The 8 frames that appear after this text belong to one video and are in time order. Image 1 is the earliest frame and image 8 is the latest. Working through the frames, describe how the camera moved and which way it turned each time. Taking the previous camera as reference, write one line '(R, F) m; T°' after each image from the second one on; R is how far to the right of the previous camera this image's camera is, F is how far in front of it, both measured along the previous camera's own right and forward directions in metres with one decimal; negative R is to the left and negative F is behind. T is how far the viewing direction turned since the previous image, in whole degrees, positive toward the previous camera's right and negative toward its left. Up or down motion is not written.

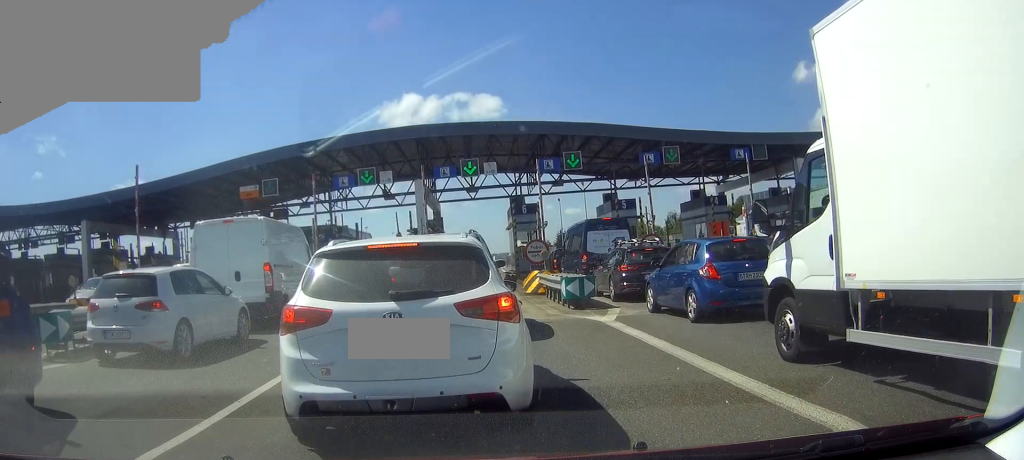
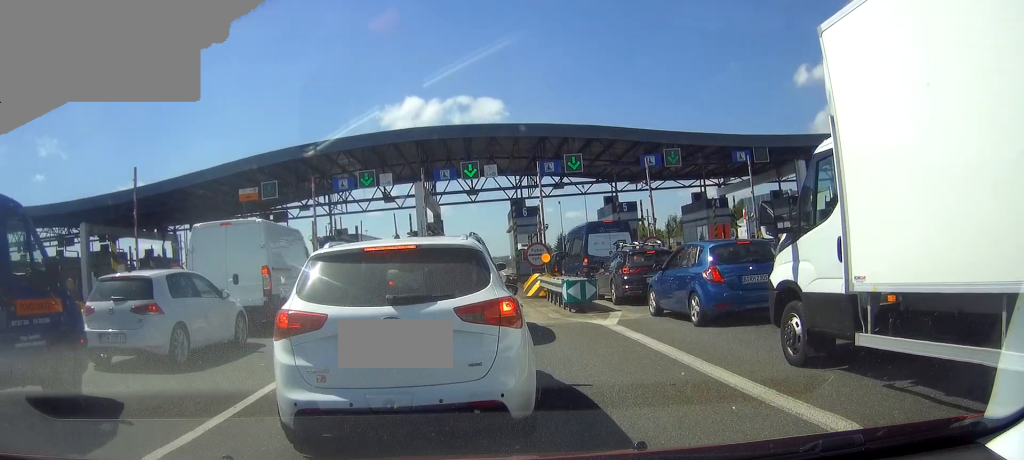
(+0.2, +0.1) m; 0°
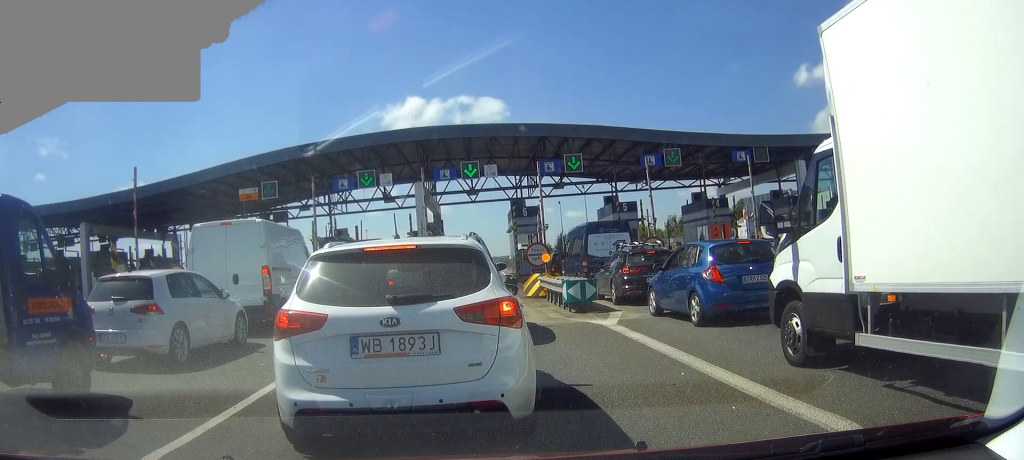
(0.0, 0.0) m; 0°
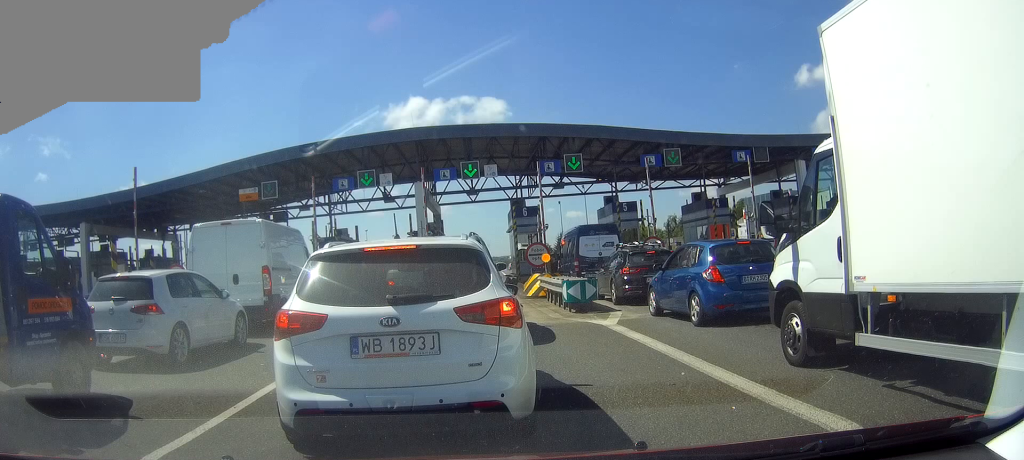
(0.0, 0.0) m; 0°
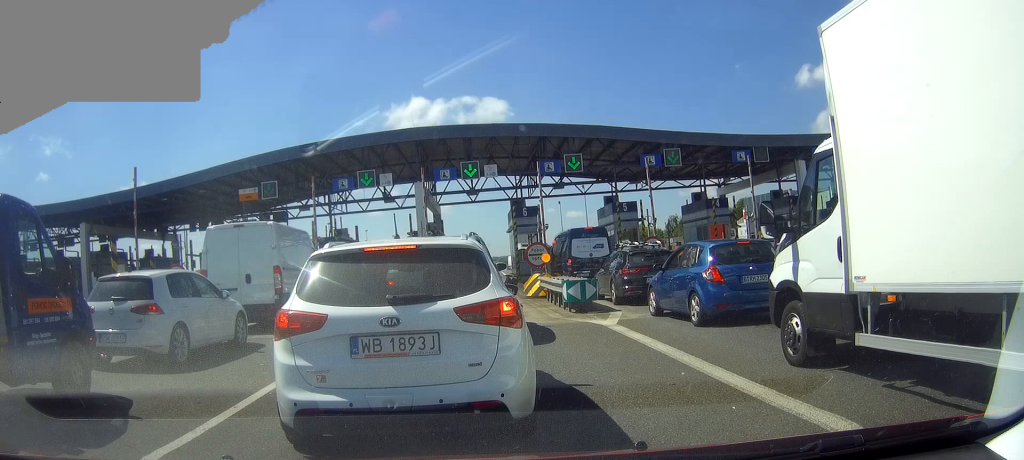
(0.0, 0.0) m; 0°
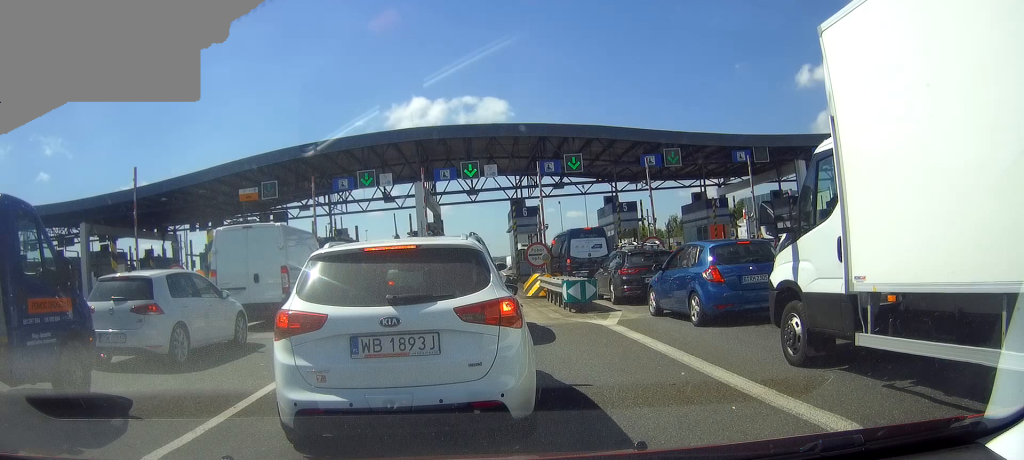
(+0.1, 0.0) m; 0°
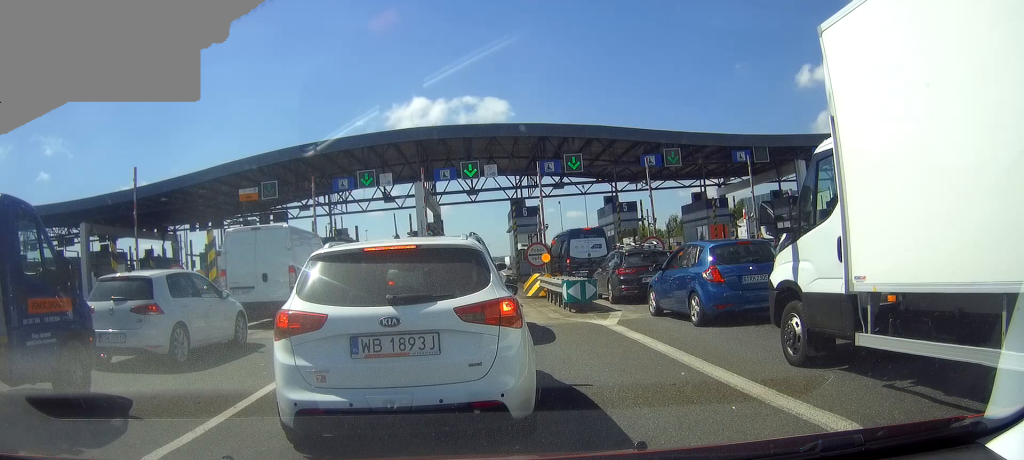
(+0.1, 0.0) m; 0°
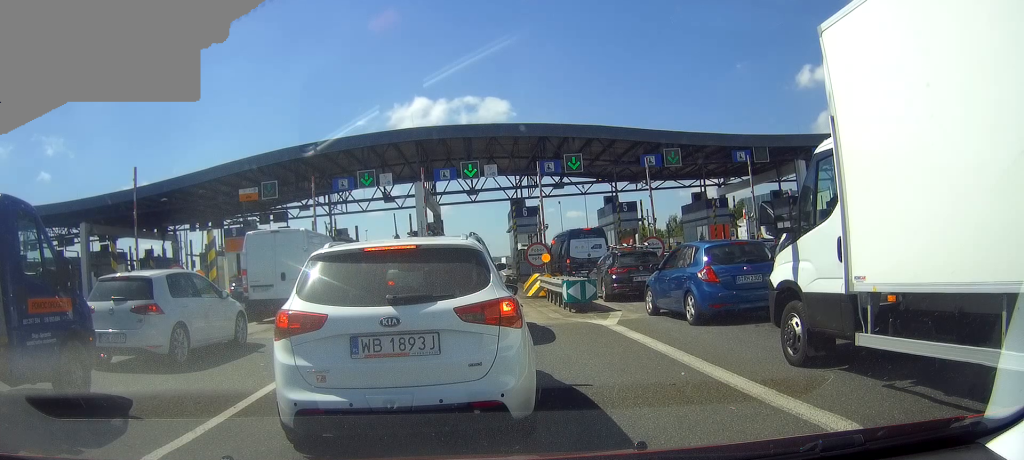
(+0.2, 0.0) m; 0°
